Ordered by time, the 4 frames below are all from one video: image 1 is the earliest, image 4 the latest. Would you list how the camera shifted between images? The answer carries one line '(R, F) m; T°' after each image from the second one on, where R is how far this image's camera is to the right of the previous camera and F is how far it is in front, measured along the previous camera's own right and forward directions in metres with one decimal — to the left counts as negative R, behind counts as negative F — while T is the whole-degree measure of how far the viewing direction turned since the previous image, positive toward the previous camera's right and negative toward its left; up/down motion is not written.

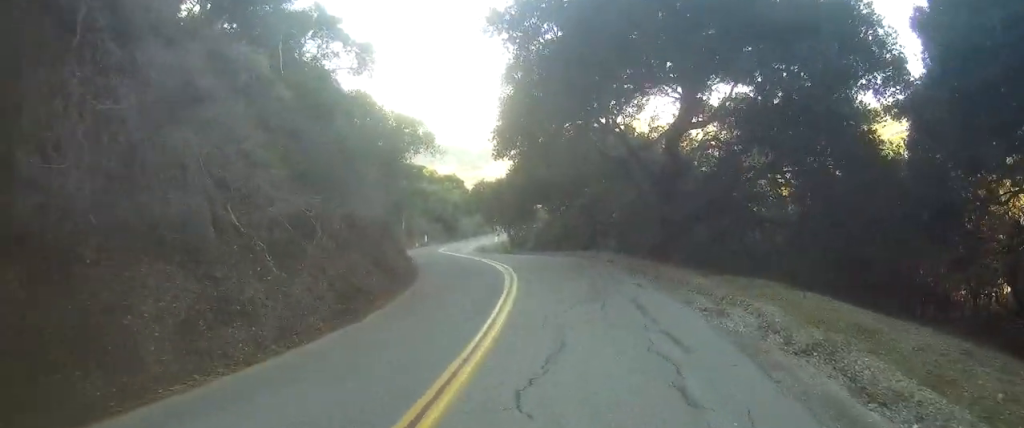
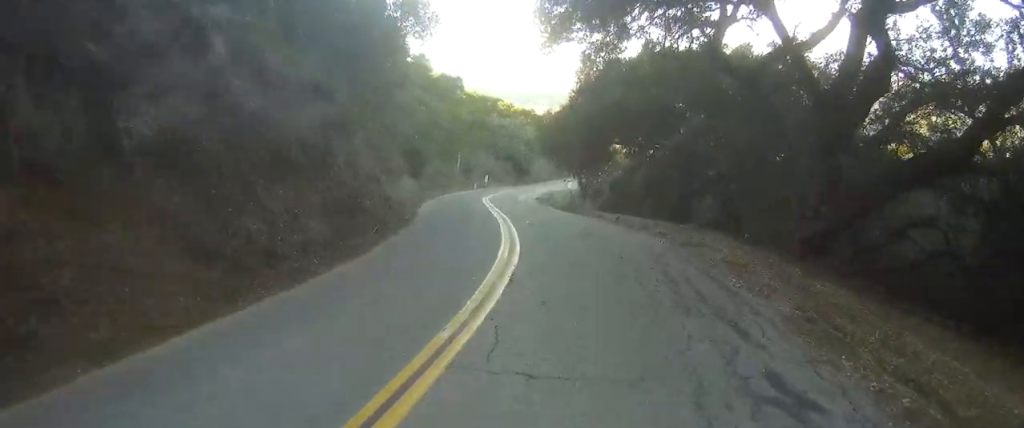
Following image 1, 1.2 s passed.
(0.0, +12.2) m; -2°
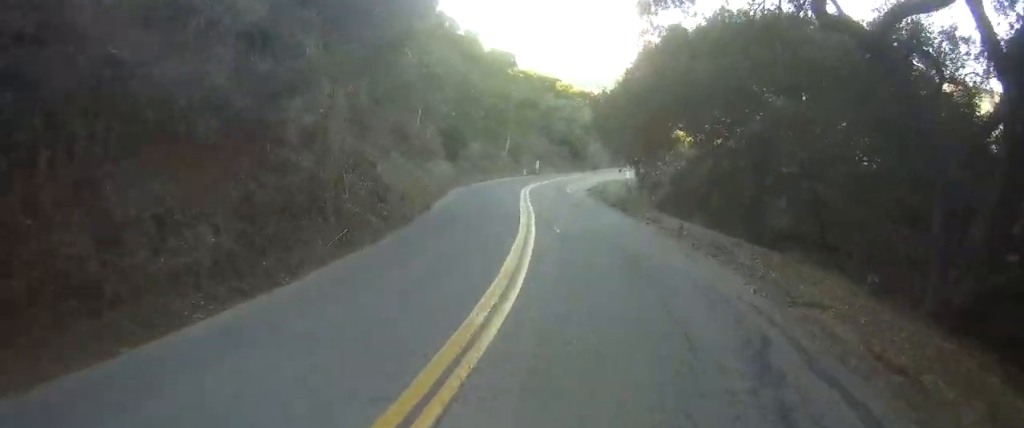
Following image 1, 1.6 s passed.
(+0.1, +5.0) m; -3°
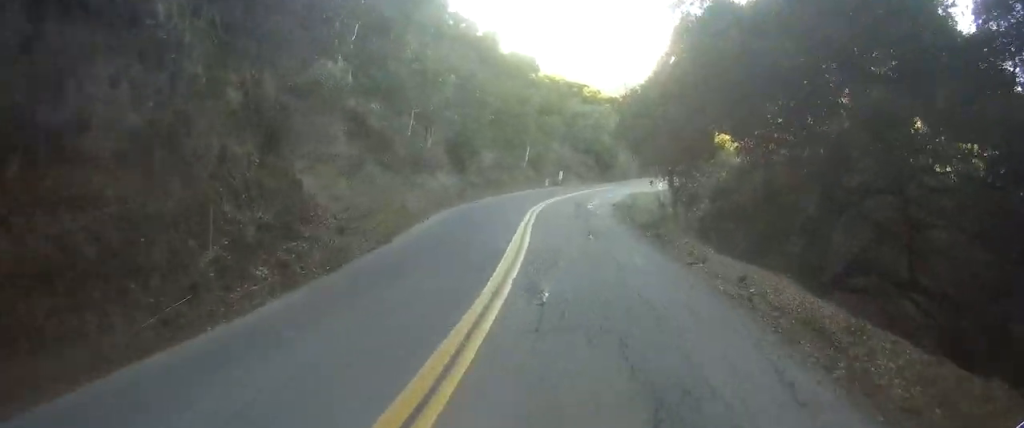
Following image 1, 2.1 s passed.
(0.0, +5.5) m; -3°
